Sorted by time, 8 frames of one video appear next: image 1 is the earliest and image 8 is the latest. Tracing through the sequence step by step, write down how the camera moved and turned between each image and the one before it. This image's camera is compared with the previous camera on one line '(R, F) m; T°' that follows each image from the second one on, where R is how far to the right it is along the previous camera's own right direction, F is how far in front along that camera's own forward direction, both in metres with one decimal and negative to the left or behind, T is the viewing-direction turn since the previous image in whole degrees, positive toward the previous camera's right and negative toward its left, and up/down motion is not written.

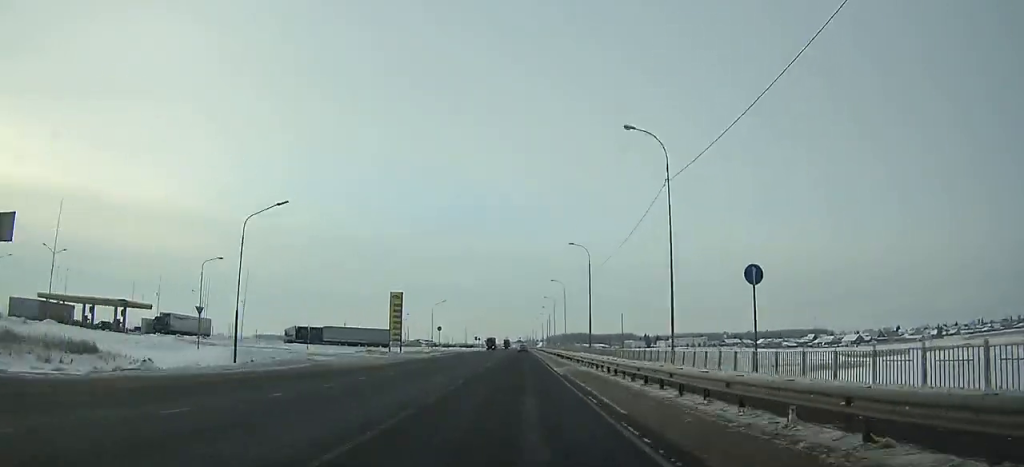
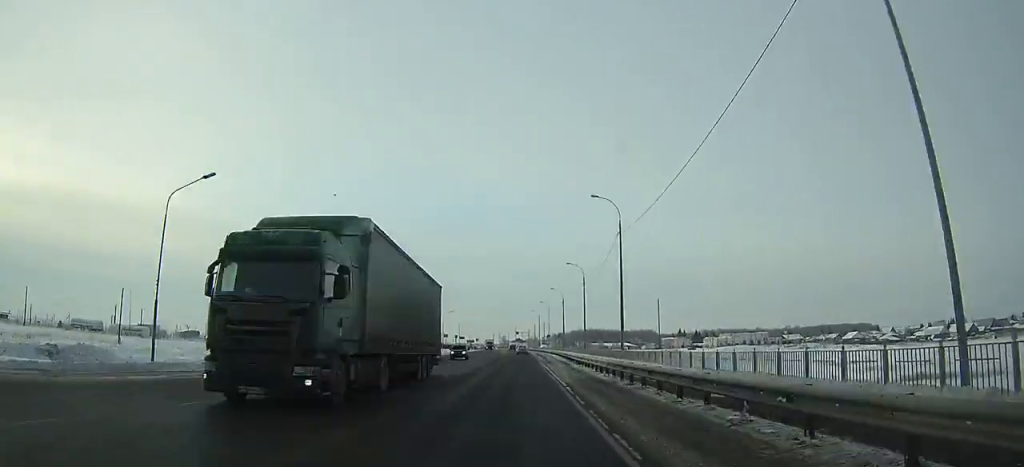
(-0.1, +126.8) m; -1°
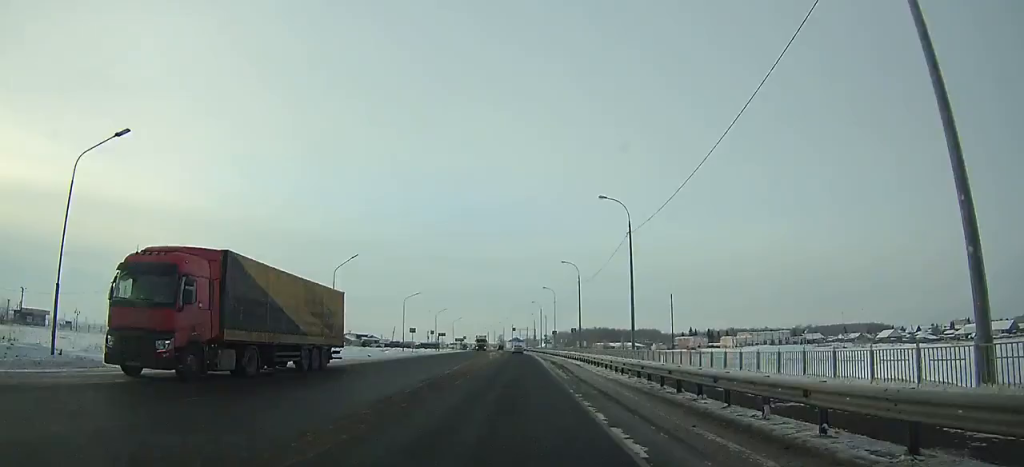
(-0.1, +35.0) m; 0°
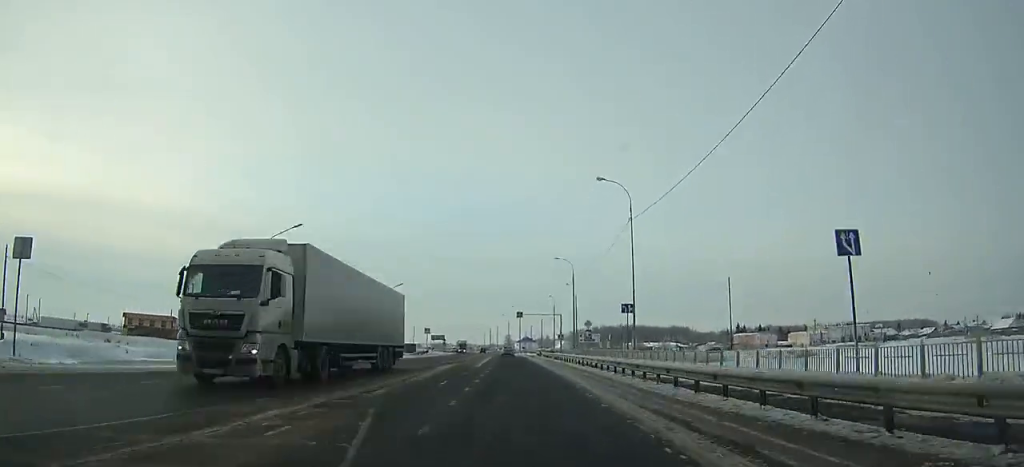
(-0.7, +73.4) m; -2°
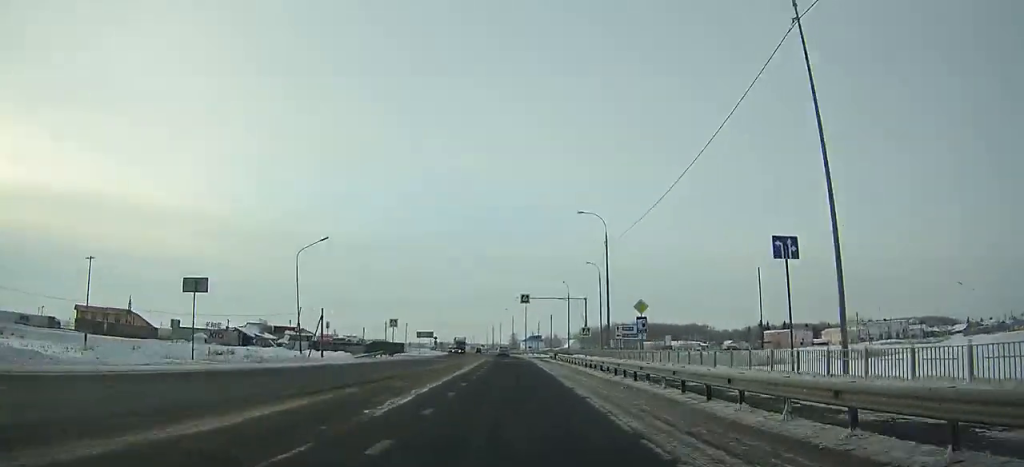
(0.0, +25.5) m; -1°
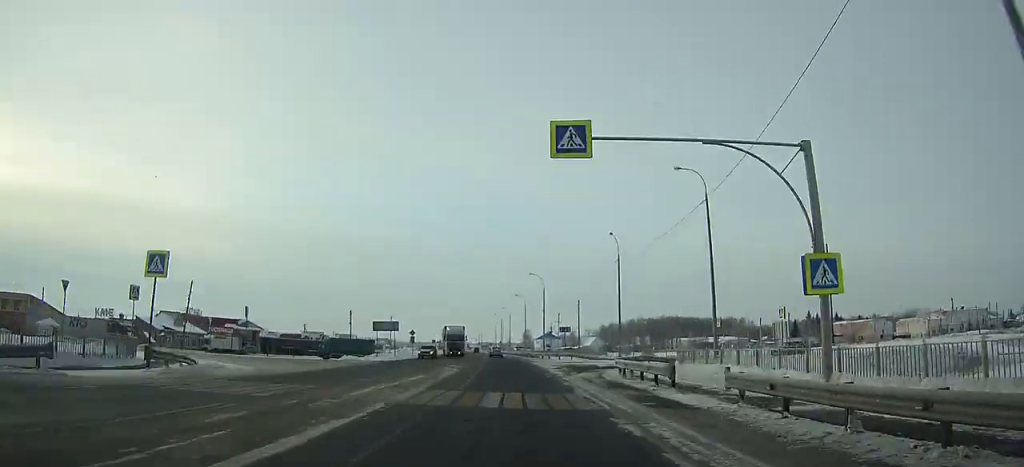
(-0.7, +42.0) m; -2°
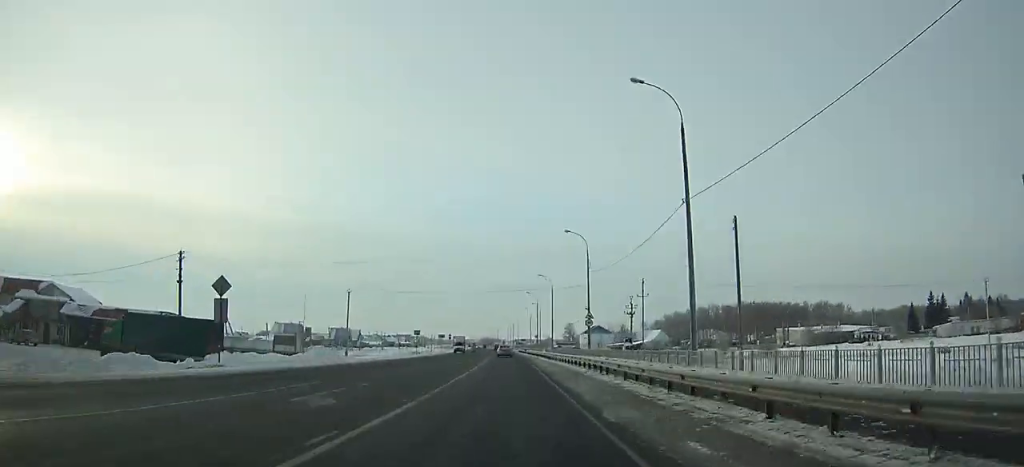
(-1.8, +65.6) m; -3°
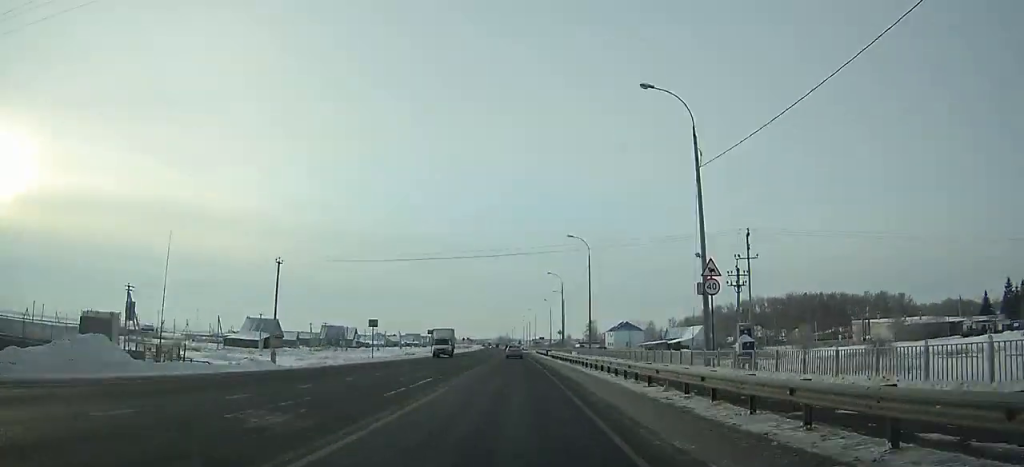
(-0.3, +32.2) m; -1°
